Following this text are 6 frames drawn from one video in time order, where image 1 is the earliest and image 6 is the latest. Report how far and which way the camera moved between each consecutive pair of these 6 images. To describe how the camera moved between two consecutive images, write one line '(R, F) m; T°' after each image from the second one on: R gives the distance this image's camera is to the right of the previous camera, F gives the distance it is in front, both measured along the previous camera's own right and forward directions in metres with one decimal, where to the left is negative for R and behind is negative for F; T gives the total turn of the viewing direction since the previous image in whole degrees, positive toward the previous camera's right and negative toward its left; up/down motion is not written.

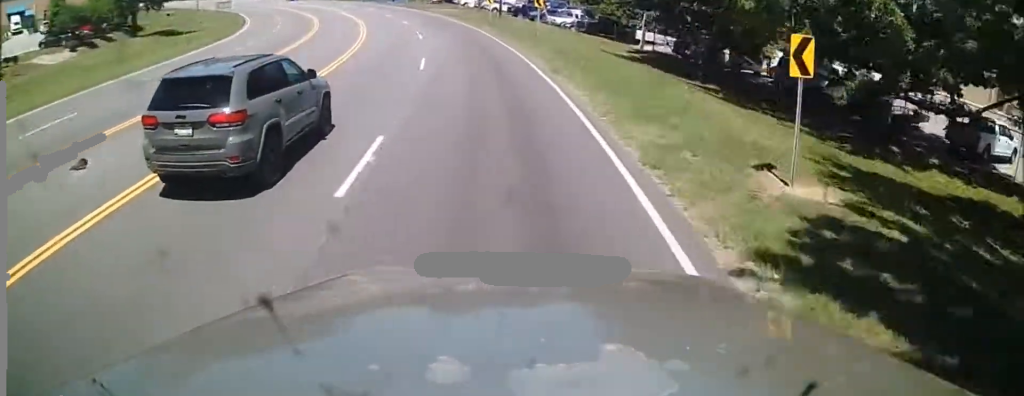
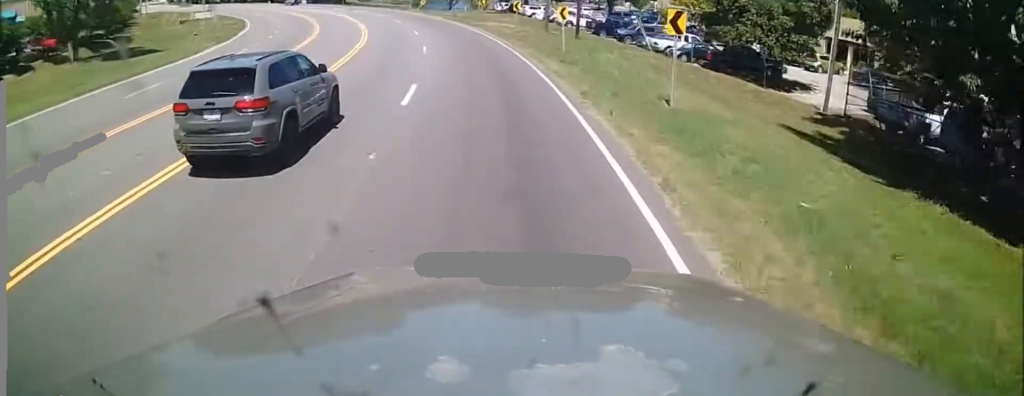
(-1.3, +19.6) m; -9°
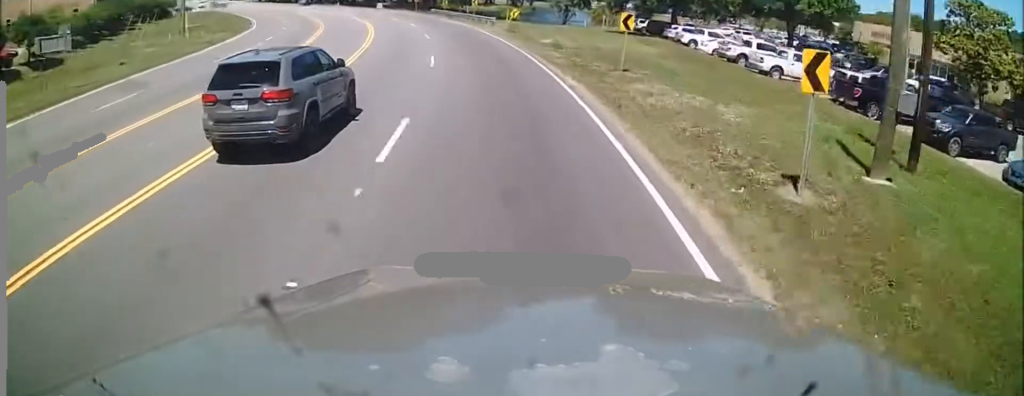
(-3.0, +30.8) m; -9°
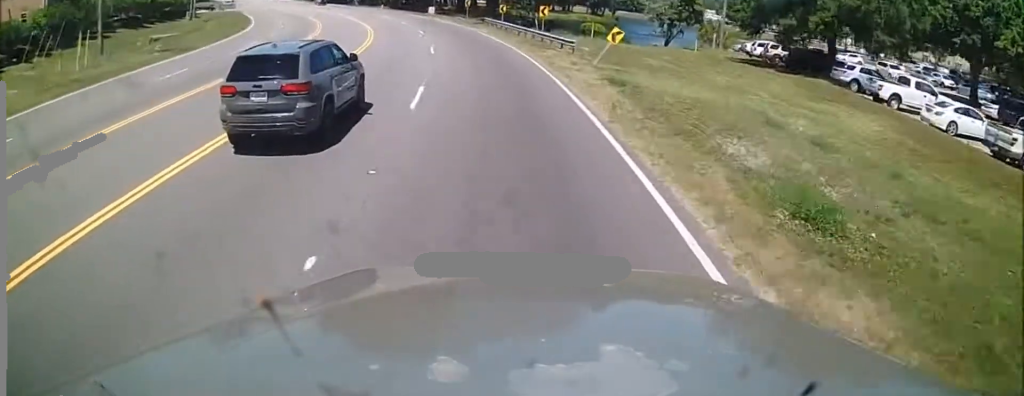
(-0.9, +21.4) m; -3°
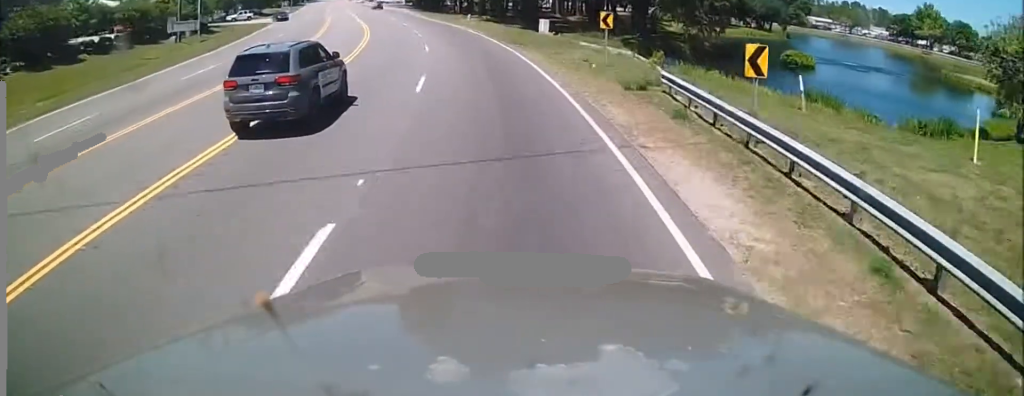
(-3.5, +34.7) m; -16°
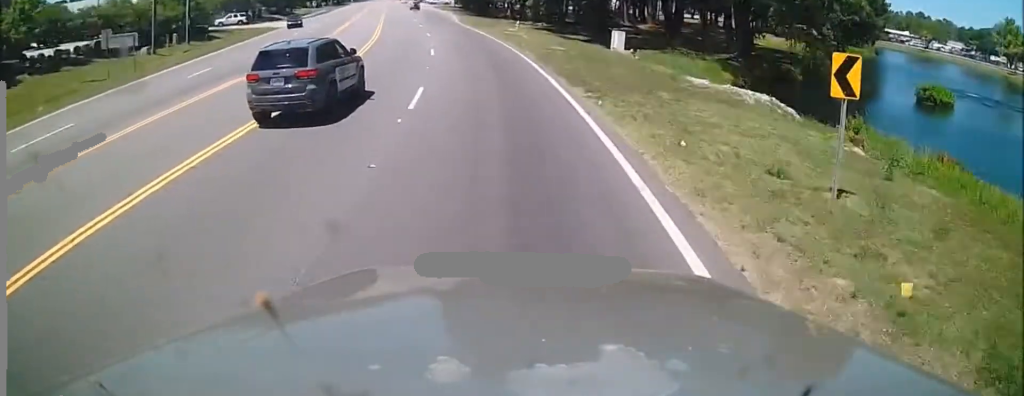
(-0.9, +14.4) m; -3°
